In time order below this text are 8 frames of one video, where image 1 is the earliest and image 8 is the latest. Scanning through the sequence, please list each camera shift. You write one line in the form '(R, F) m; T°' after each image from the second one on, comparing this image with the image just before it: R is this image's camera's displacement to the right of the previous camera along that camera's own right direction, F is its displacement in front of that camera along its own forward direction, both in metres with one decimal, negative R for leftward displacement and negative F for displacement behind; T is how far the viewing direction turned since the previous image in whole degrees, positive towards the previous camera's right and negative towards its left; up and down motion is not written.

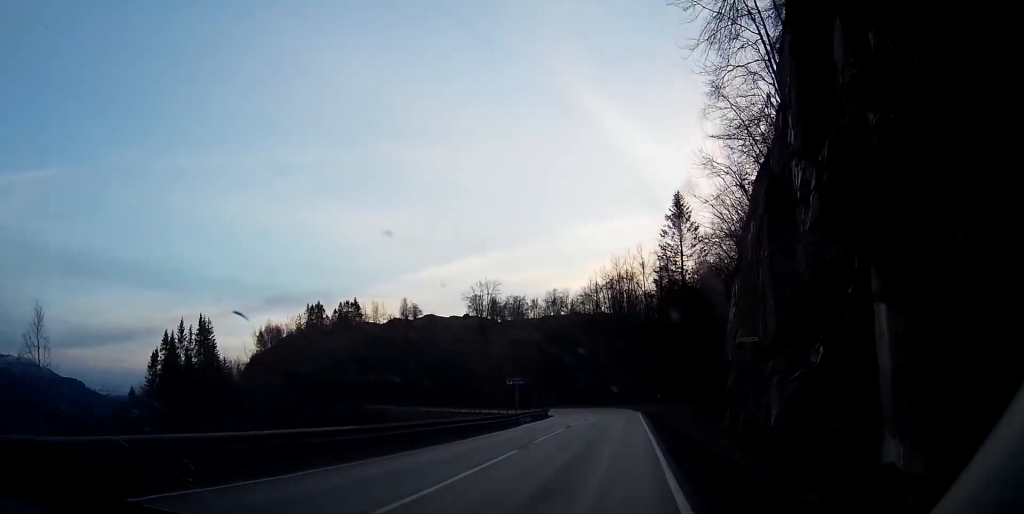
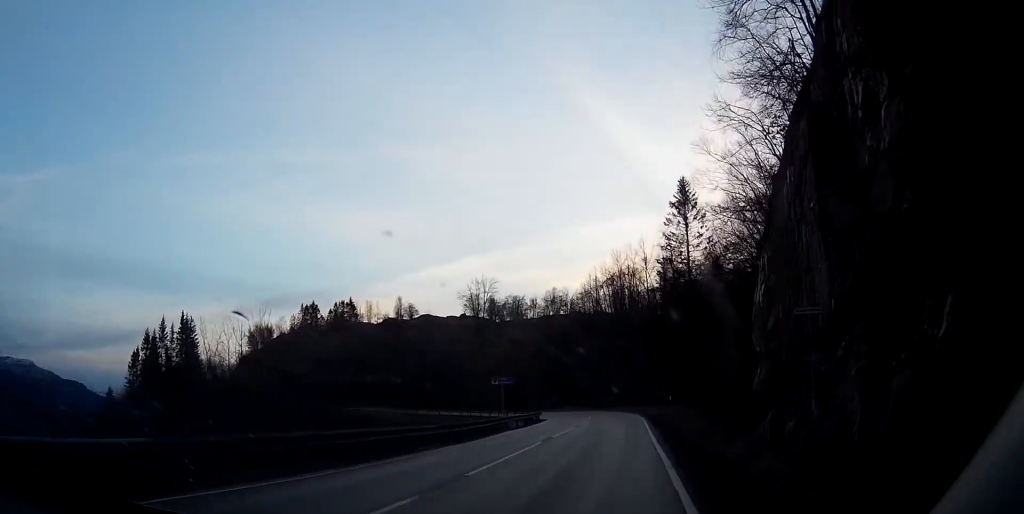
(0.0, +8.1) m; +1°
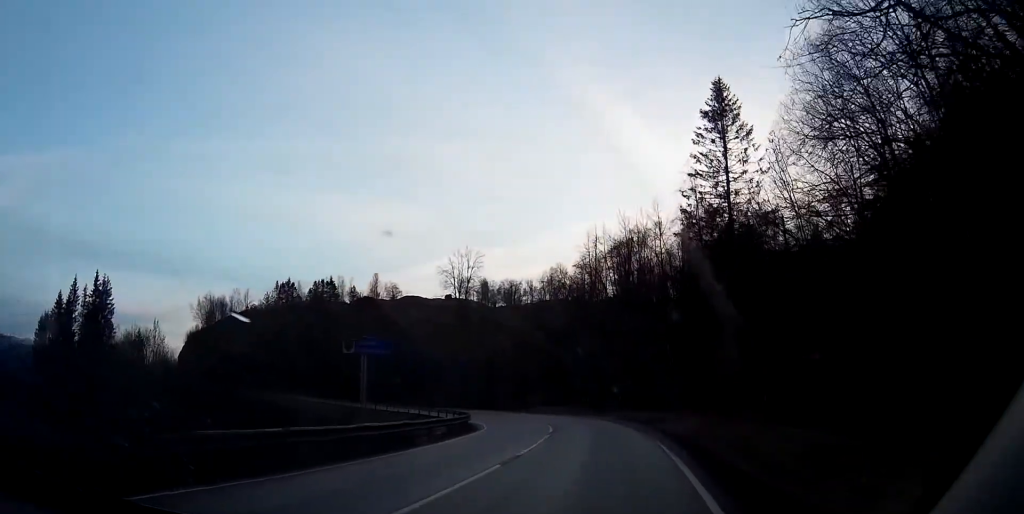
(+1.5, +32.1) m; +3°
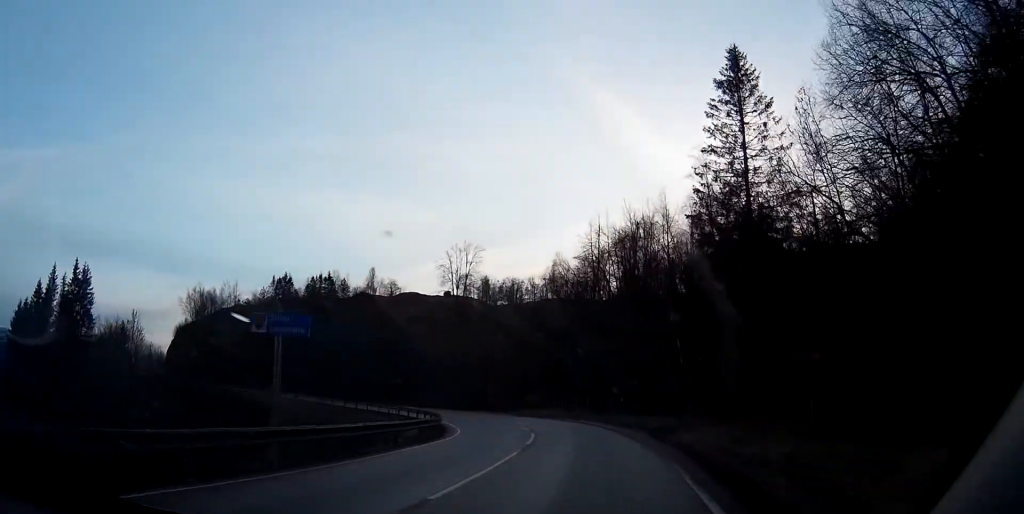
(0.0, +7.3) m; -1°
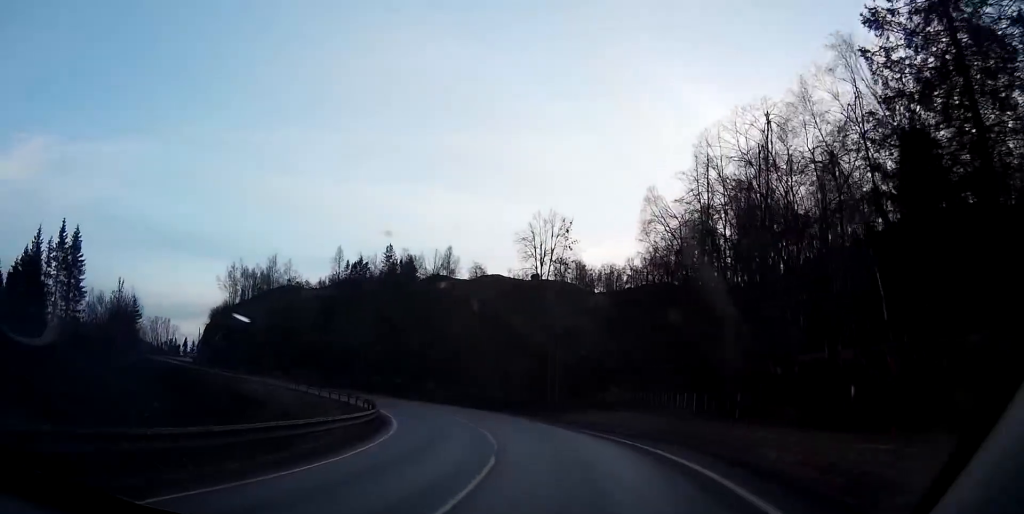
(-1.5, +26.9) m; -10°
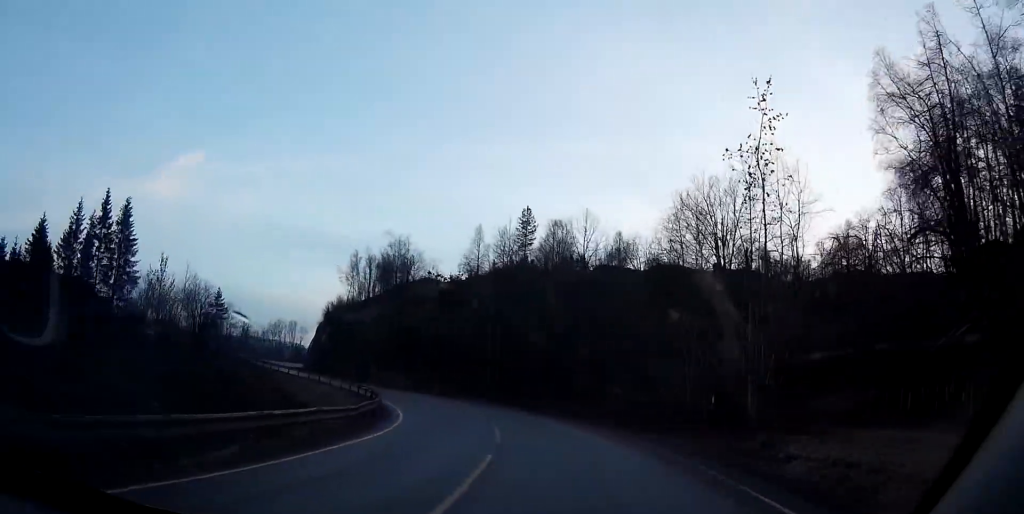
(-3.6, +24.9) m; -17°
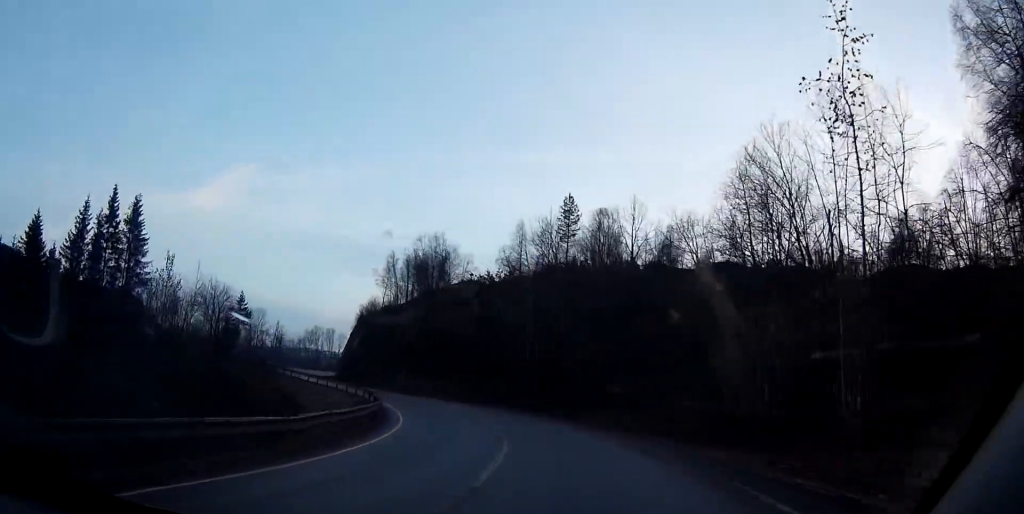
(-0.4, +7.2) m; -4°
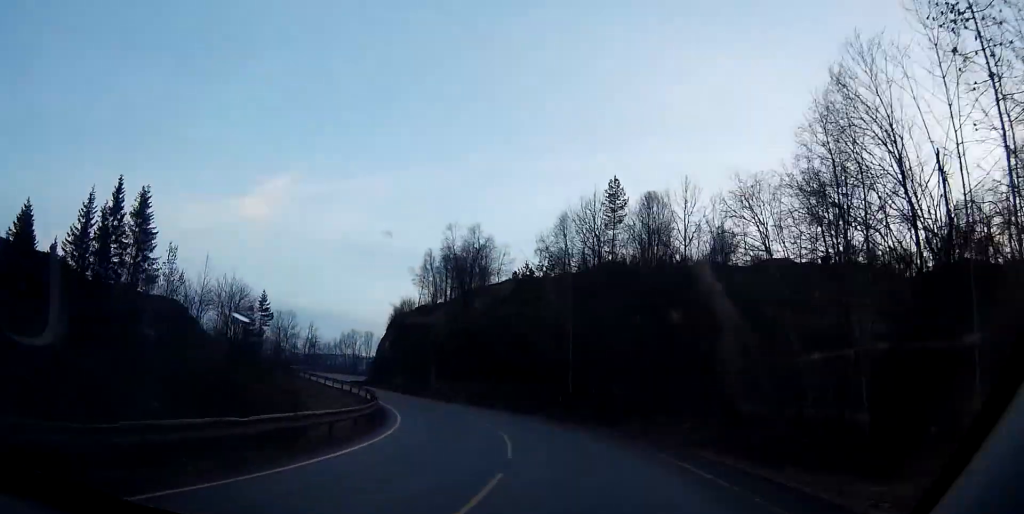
(-0.3, +7.2) m; -4°
